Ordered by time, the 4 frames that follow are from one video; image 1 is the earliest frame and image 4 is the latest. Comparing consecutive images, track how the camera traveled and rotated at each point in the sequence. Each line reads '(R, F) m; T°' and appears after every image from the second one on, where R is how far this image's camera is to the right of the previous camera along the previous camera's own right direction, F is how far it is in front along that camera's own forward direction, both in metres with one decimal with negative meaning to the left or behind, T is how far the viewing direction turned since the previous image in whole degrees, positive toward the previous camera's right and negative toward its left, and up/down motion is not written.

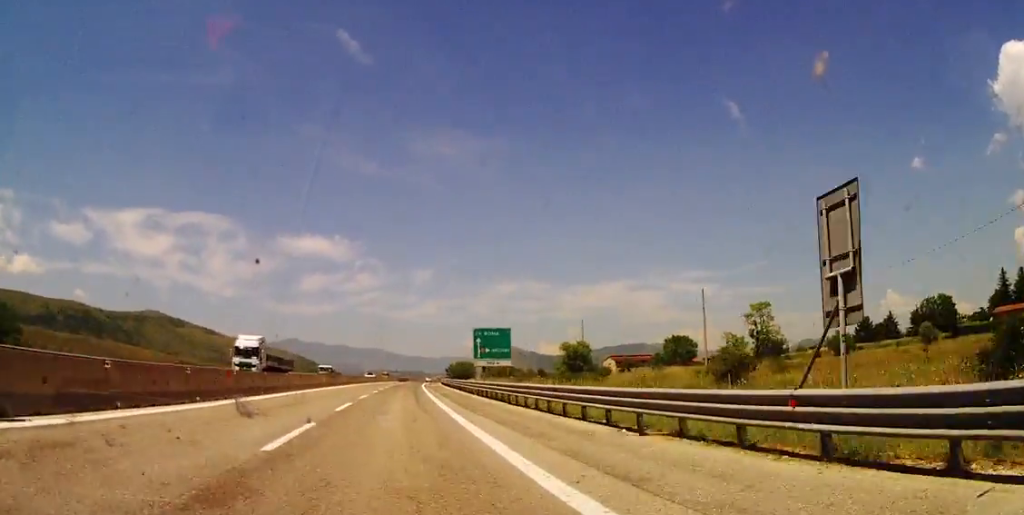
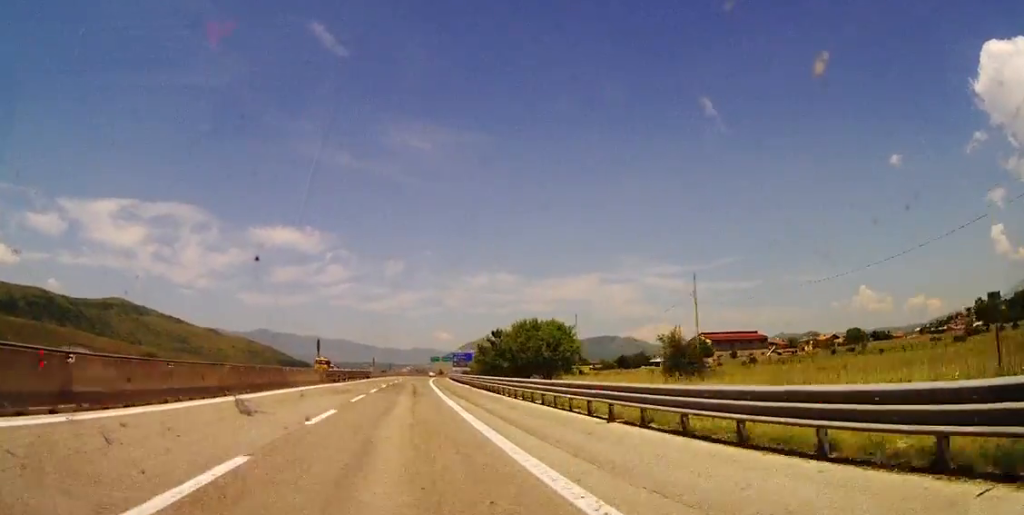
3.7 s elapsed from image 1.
(+3.2, +125.1) m; +3°
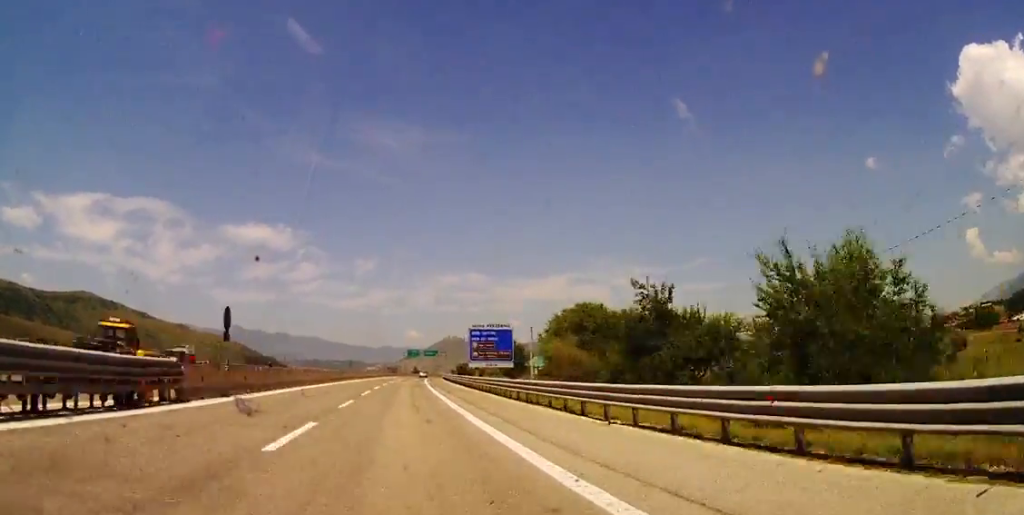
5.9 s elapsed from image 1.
(+1.5, +75.1) m; +3°
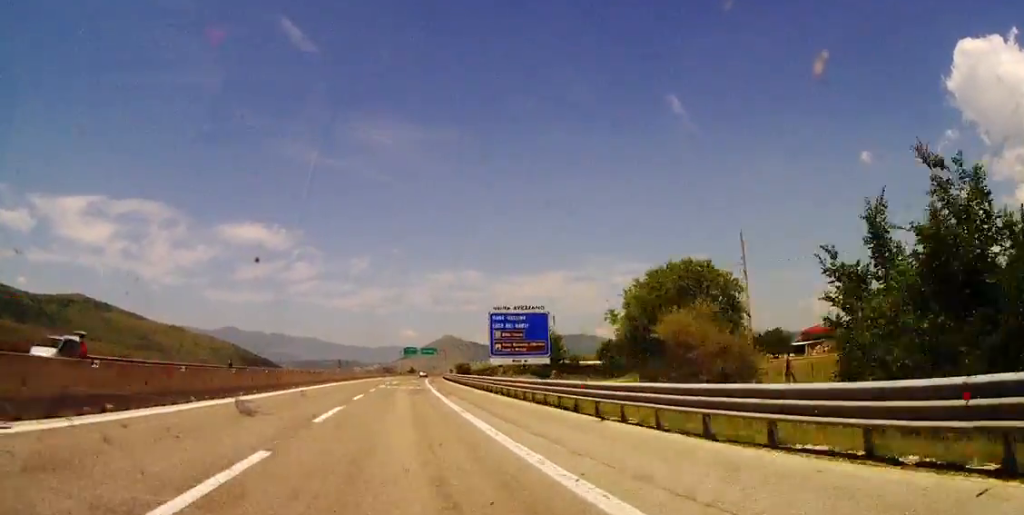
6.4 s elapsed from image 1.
(+0.1, +17.1) m; 0°
